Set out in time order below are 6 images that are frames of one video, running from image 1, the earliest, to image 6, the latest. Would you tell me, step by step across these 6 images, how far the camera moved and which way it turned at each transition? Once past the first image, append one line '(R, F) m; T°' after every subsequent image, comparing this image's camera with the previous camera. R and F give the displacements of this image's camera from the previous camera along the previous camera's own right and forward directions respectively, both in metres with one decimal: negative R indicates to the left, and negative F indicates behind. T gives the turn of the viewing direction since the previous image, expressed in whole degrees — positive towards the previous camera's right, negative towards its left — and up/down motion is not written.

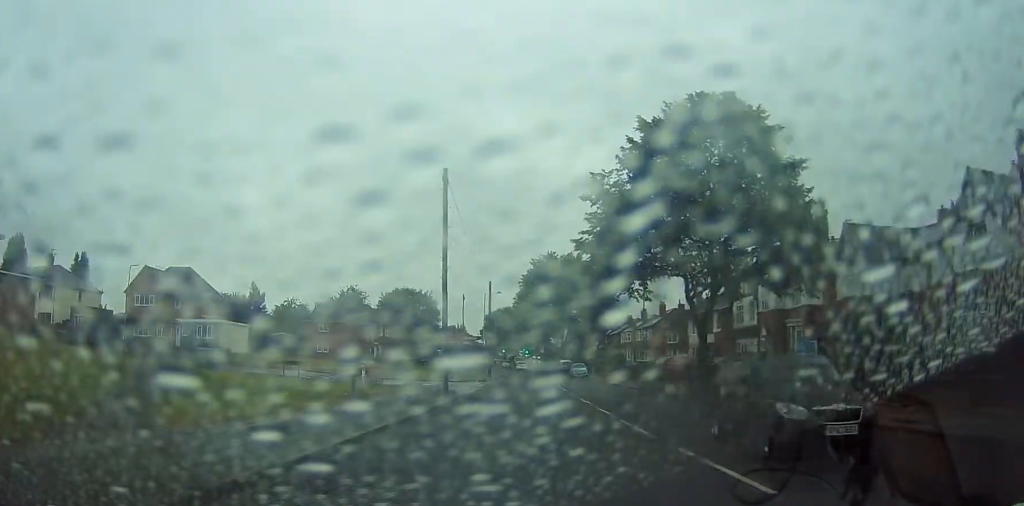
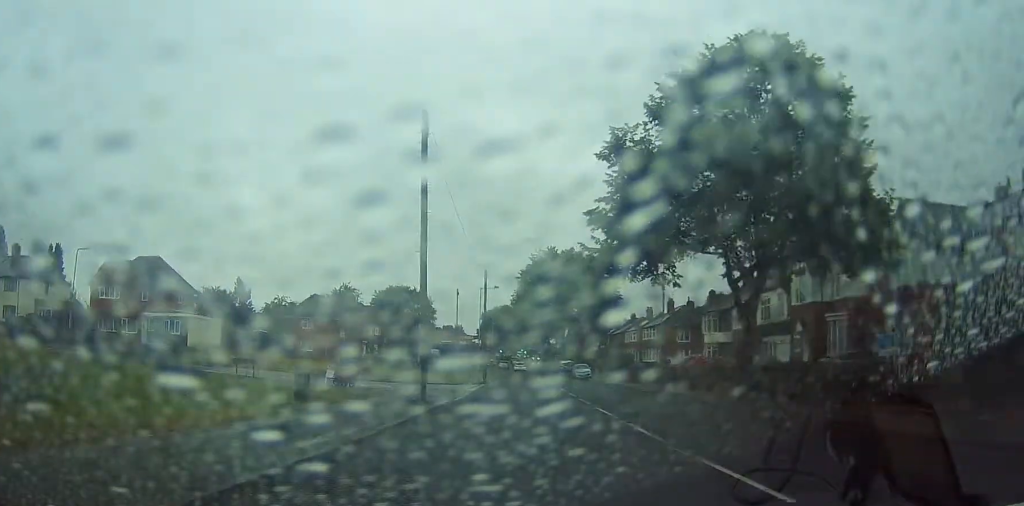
(+0.2, +6.6) m; +1°
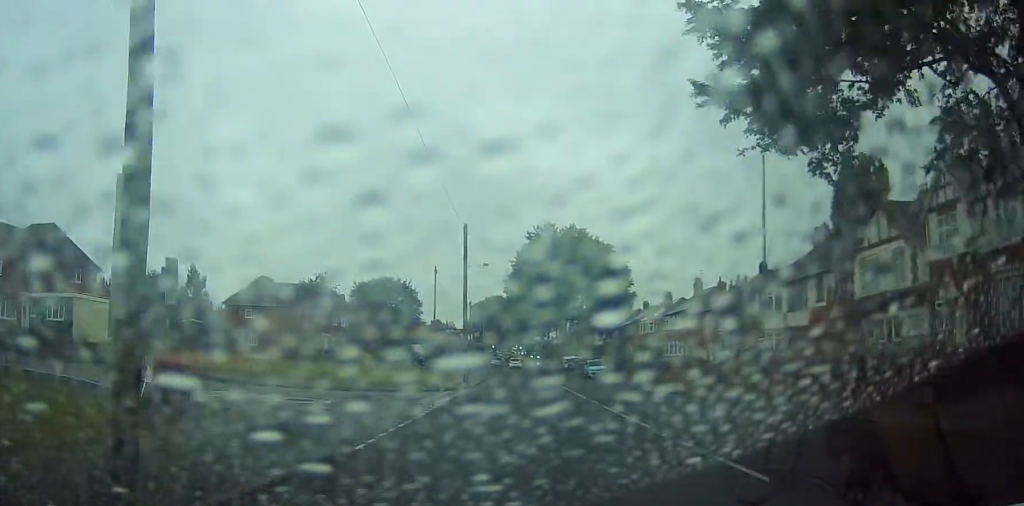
(+0.2, +17.0) m; +2°
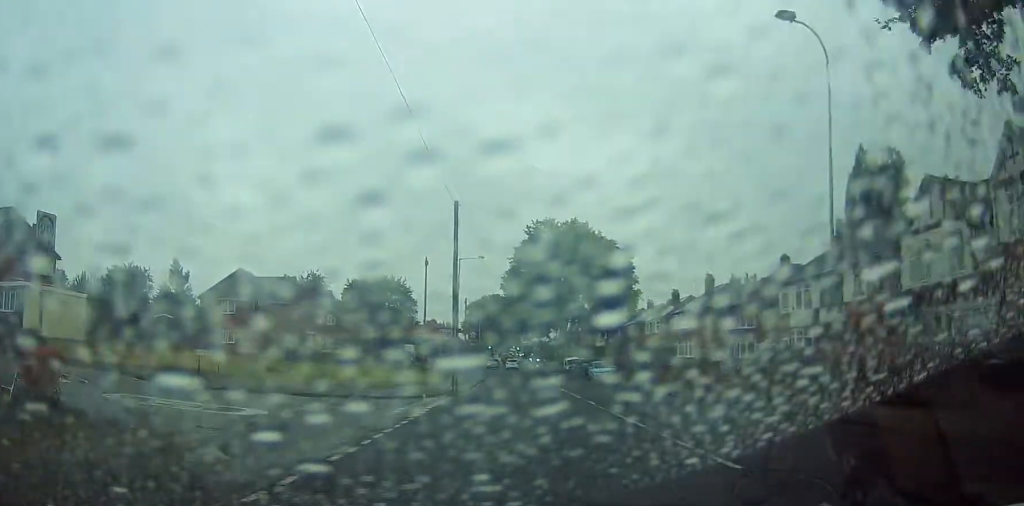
(+0.1, +5.3) m; +1°
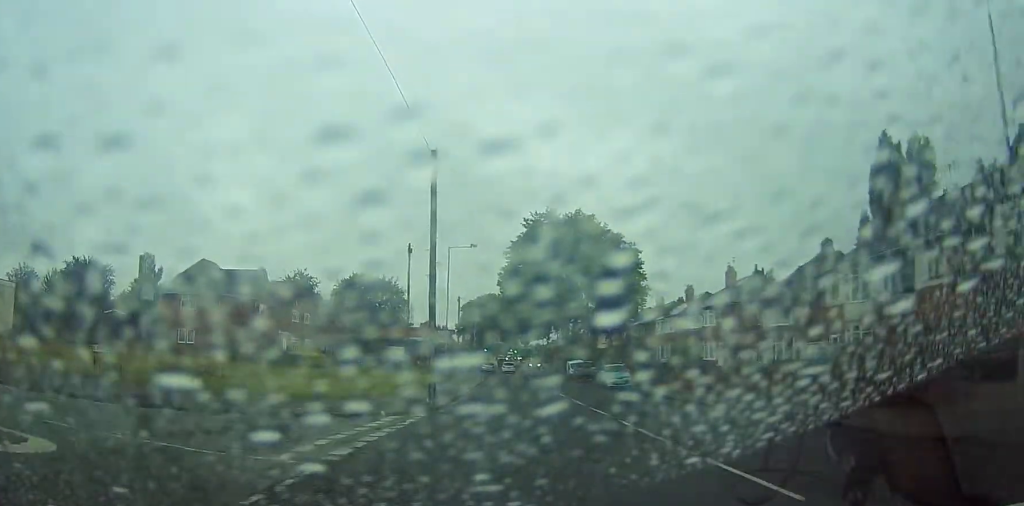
(+0.1, +7.9) m; -1°
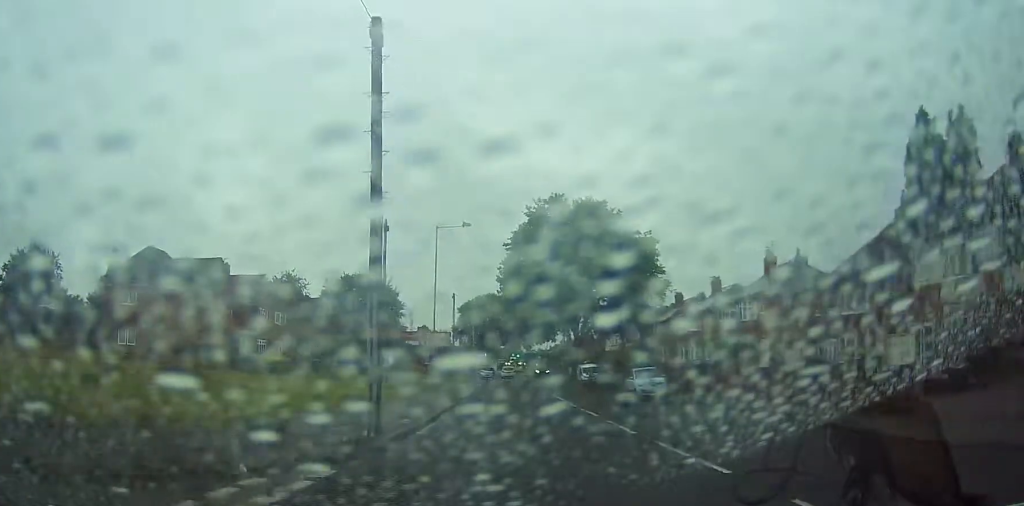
(-0.3, +9.8) m; 0°
